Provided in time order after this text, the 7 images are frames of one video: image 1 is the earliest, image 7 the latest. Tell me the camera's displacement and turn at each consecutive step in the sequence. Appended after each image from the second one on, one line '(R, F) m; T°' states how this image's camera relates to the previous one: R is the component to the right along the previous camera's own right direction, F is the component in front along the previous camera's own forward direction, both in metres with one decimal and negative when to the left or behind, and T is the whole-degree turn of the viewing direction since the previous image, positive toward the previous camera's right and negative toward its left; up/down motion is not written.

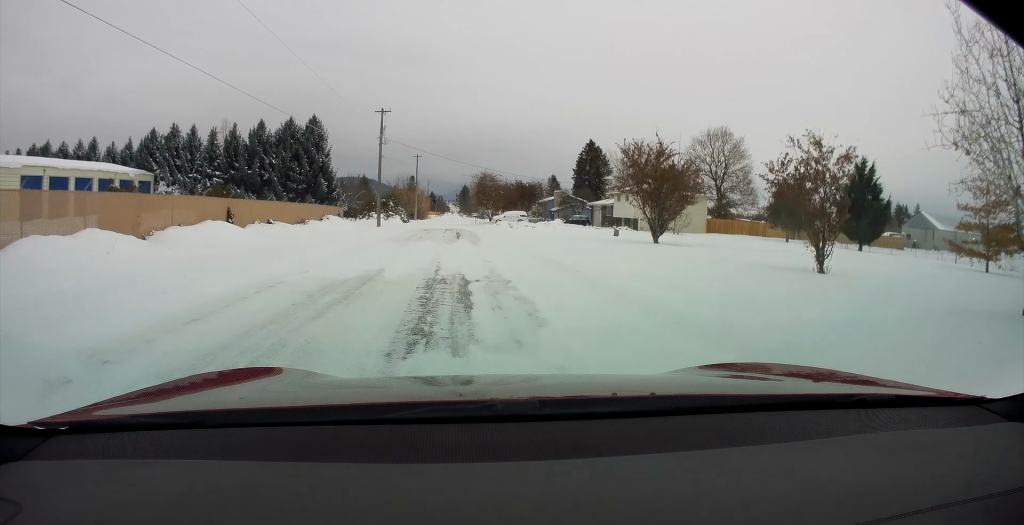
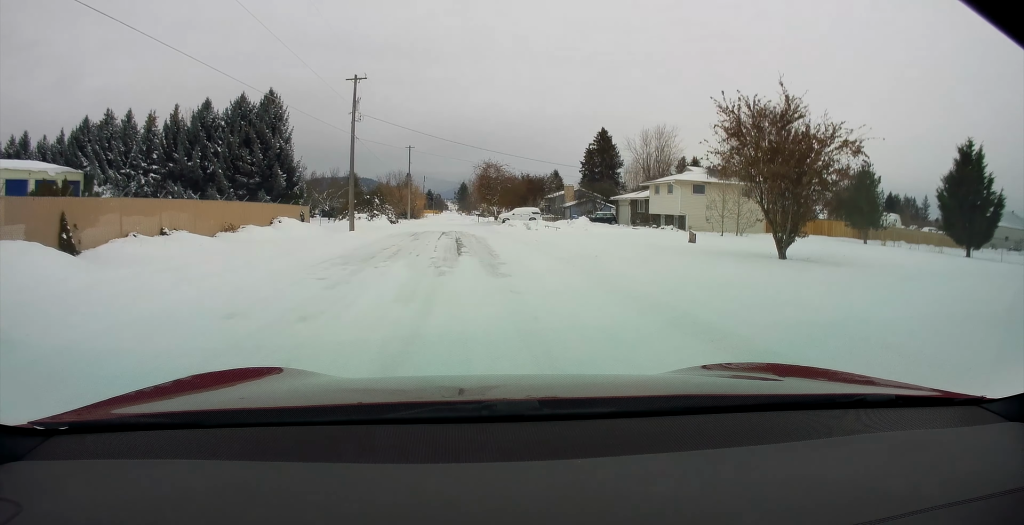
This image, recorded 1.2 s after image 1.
(0.0, +12.7) m; -2°
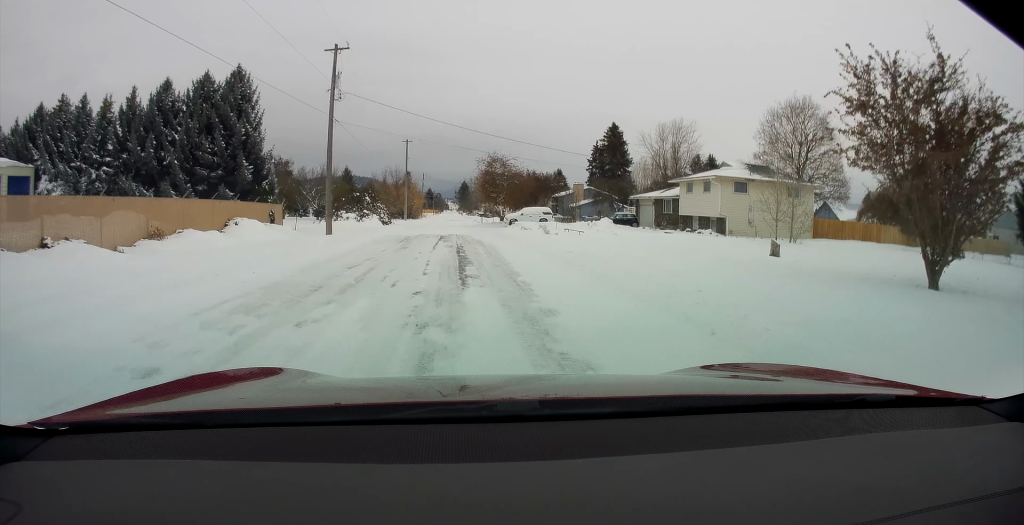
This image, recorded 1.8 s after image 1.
(-0.2, +7.4) m; -1°
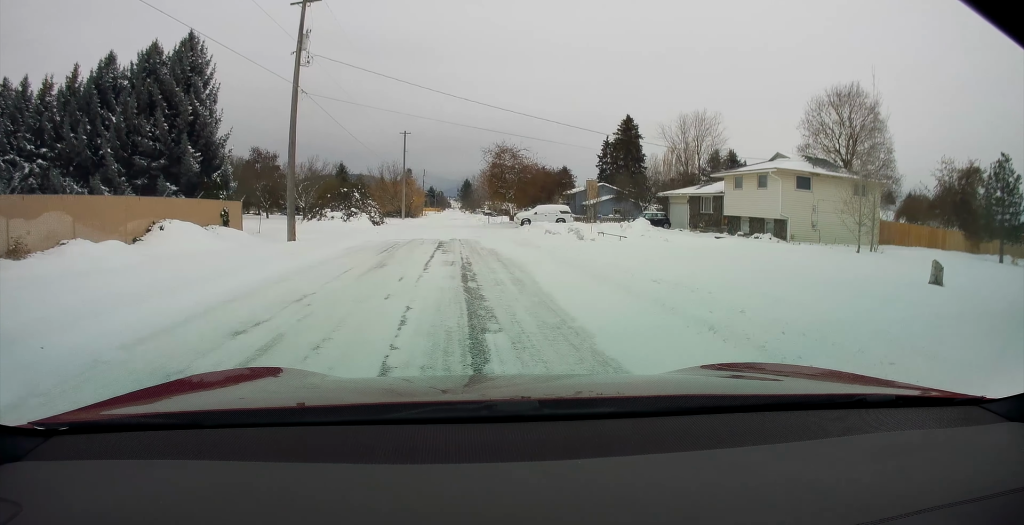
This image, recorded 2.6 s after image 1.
(-0.4, +8.3) m; 0°
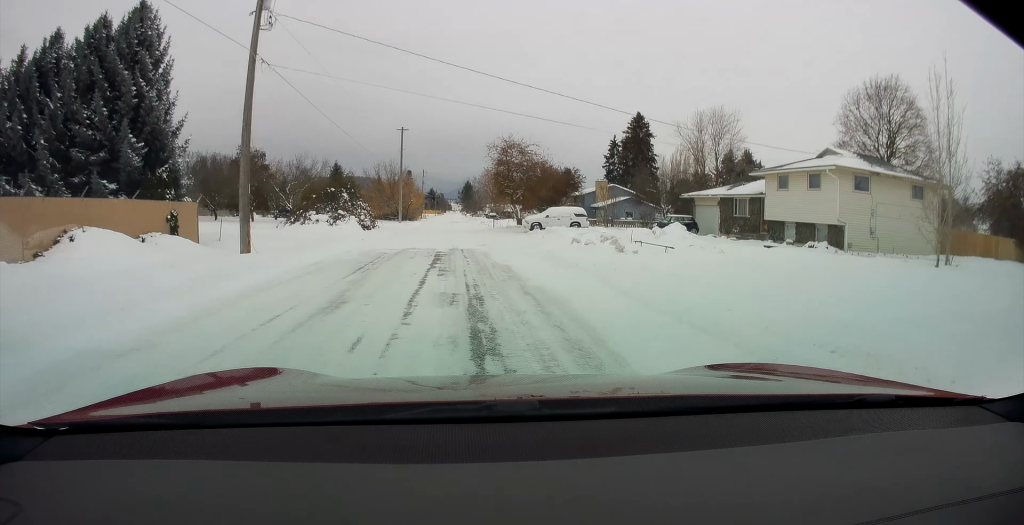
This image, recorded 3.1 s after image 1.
(+0.3, +5.9) m; +2°
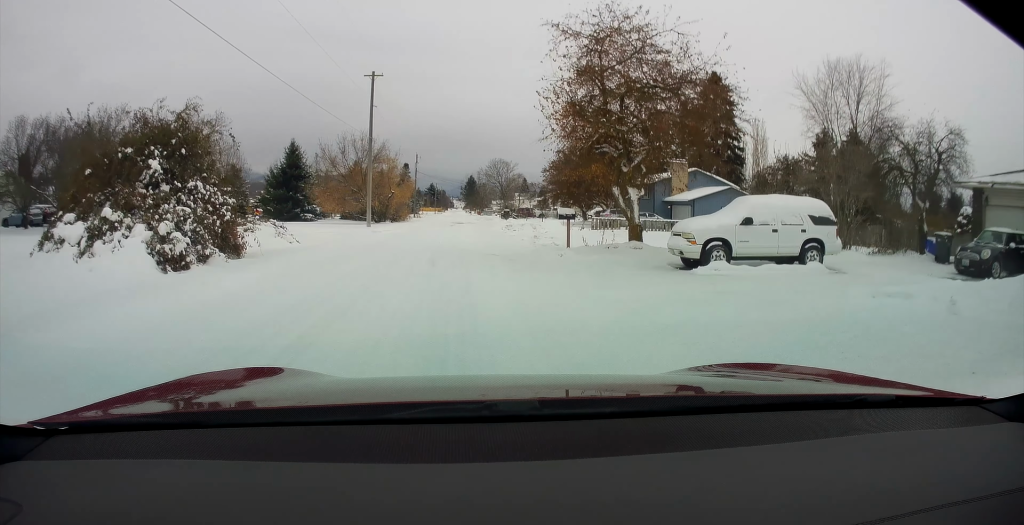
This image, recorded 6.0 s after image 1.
(+0.8, +30.3) m; +2°
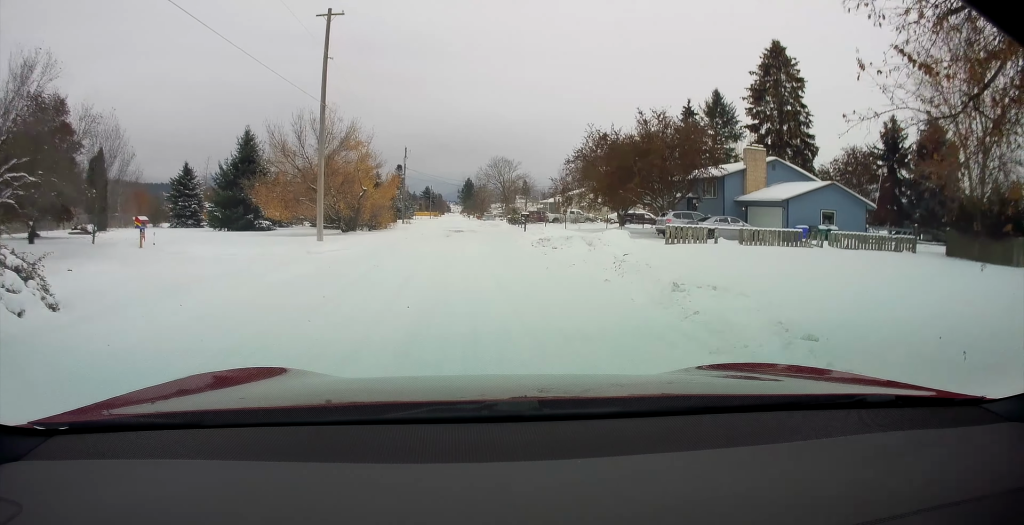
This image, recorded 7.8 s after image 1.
(0.0, +16.7) m; 0°
